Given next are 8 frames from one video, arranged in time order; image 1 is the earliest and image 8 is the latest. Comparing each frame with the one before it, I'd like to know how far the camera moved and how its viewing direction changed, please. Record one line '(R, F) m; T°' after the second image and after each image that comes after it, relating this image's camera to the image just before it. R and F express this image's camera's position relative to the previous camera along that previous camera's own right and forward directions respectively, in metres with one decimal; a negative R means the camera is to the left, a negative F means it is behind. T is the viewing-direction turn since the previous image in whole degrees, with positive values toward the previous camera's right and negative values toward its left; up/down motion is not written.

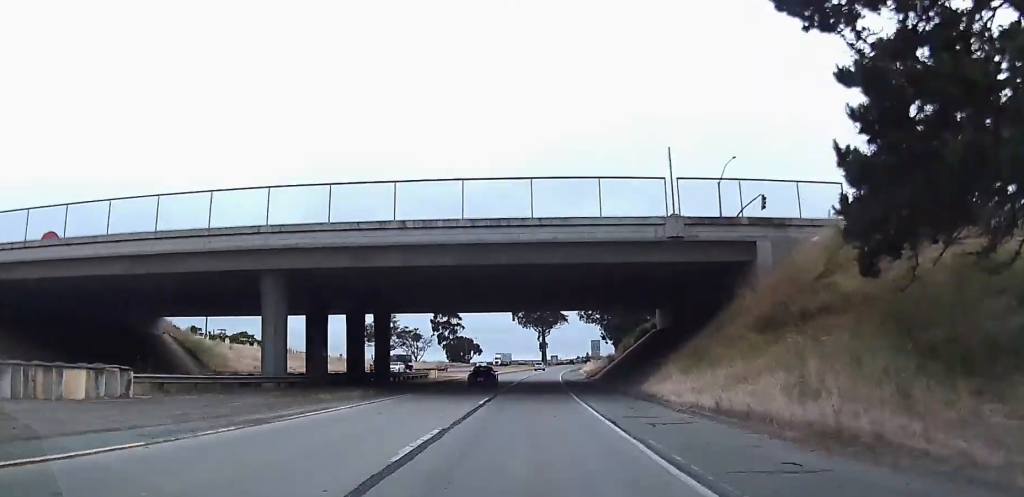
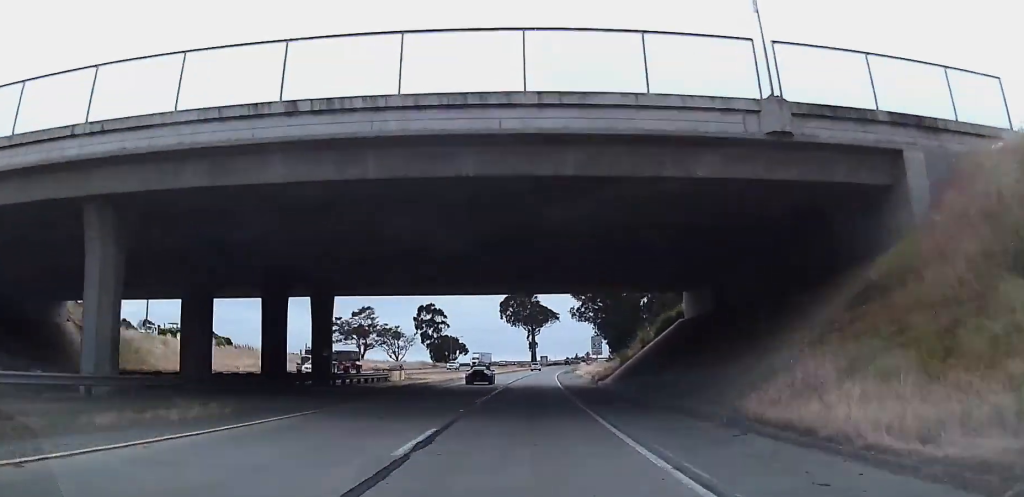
(+0.1, +14.6) m; 0°
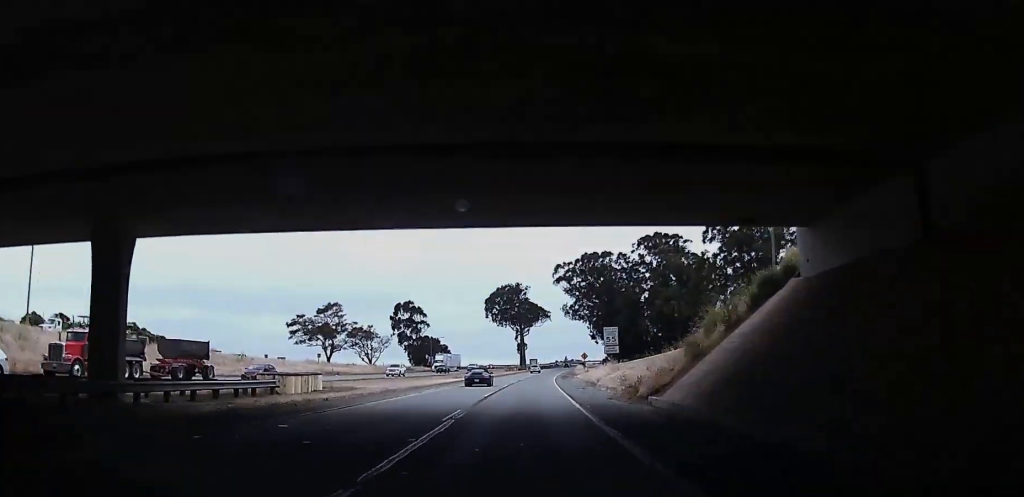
(0.0, +22.4) m; +1°
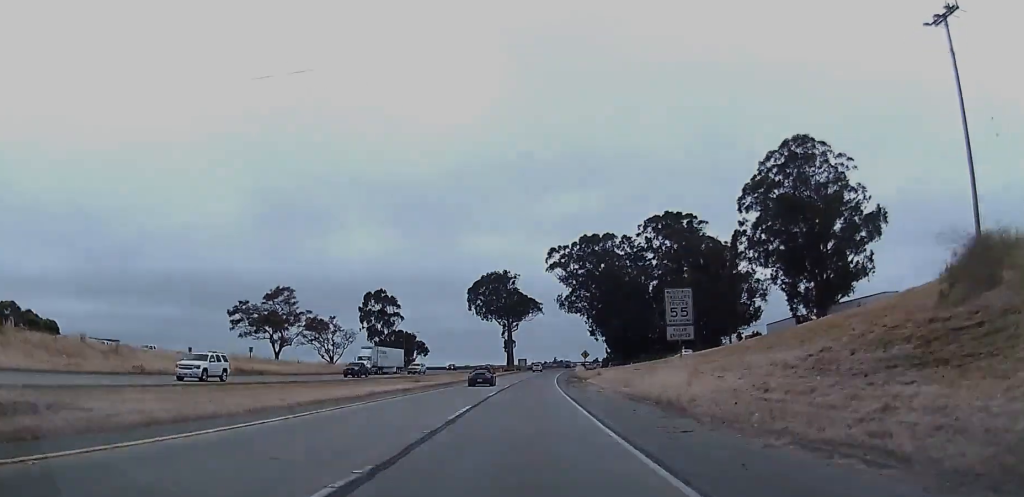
(+0.5, +28.2) m; +1°
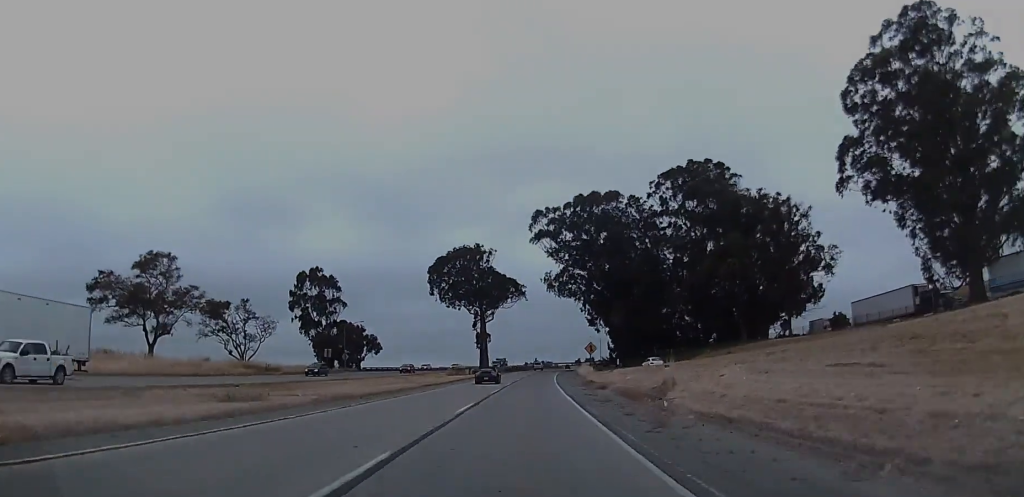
(+0.5, +43.1) m; +2°
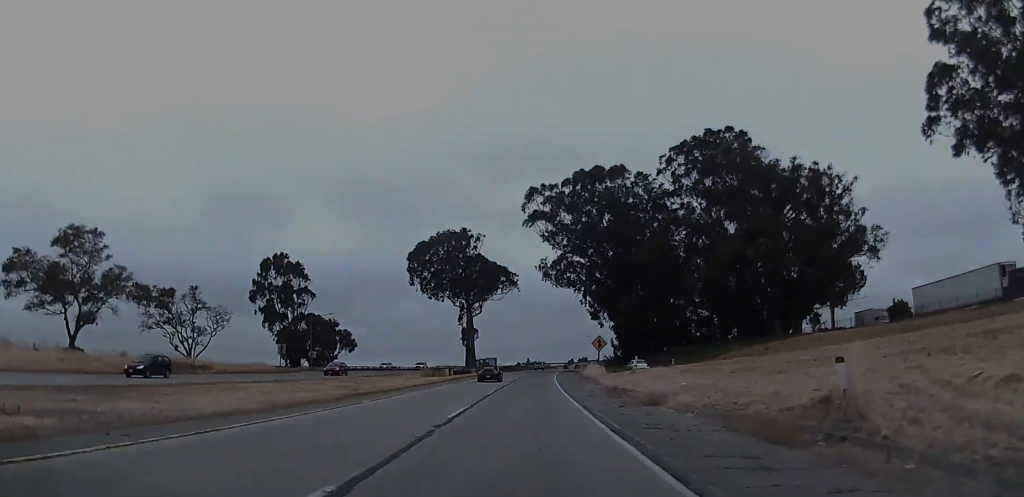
(+0.3, +17.8) m; +1°
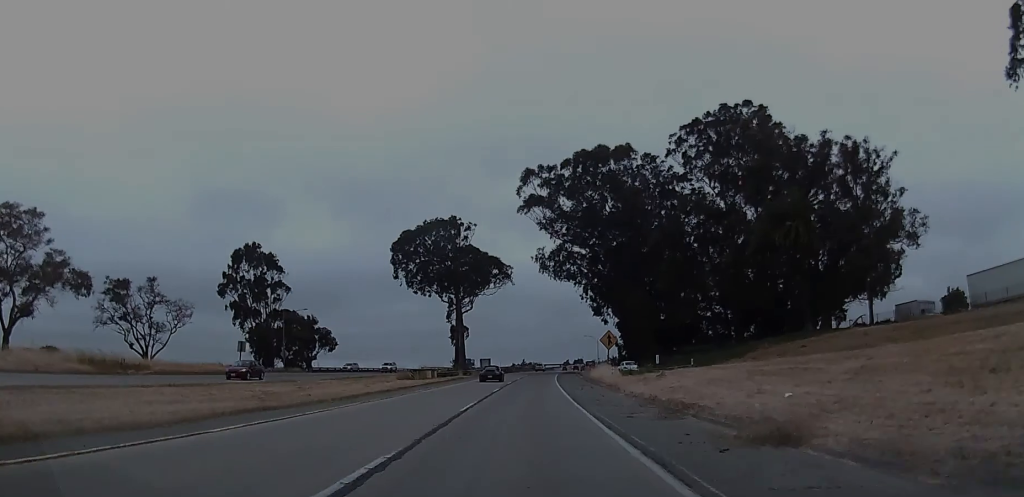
(+0.1, +11.8) m; +1°
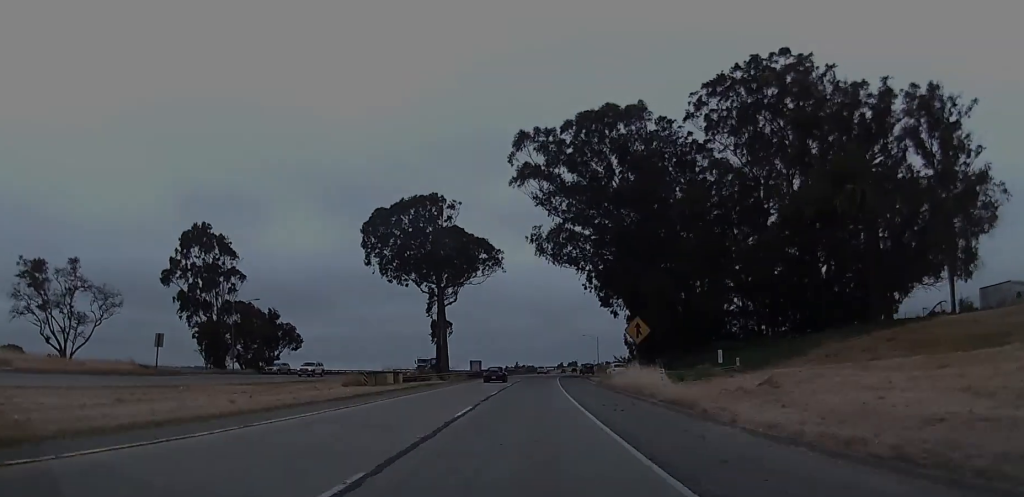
(+0.2, +17.7) m; 0°
